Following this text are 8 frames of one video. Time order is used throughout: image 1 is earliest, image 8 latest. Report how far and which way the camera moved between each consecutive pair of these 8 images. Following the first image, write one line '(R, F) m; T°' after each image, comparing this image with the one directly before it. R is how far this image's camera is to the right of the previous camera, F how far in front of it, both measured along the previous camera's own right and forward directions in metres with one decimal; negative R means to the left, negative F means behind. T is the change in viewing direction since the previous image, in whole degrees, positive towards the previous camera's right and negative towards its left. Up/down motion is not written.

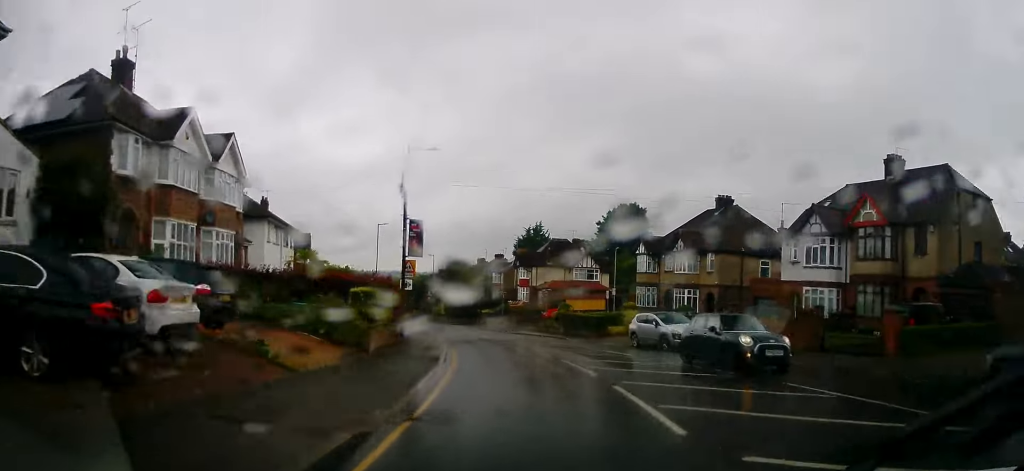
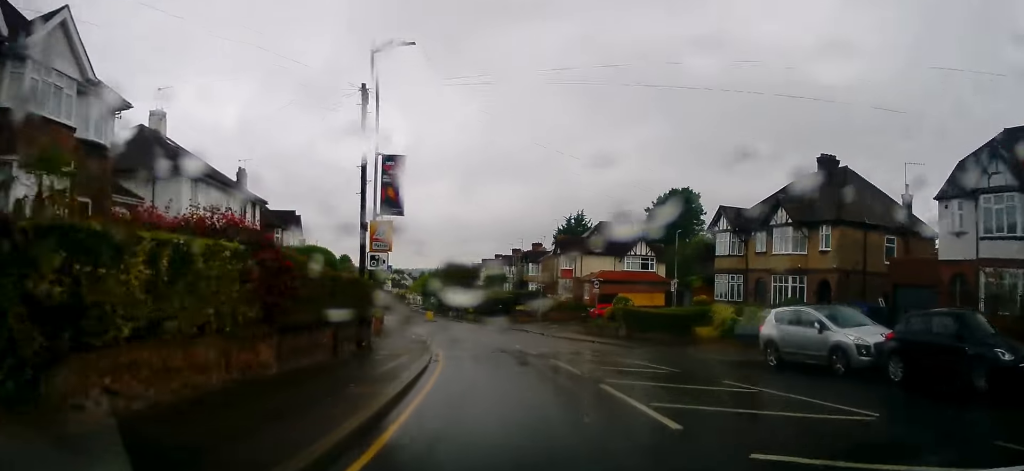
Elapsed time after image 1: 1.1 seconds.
(-0.6, +12.5) m; -5°
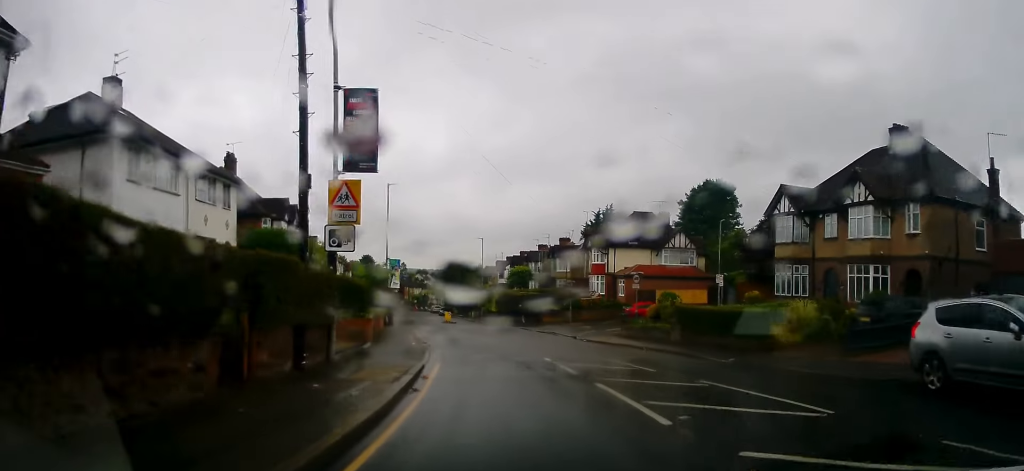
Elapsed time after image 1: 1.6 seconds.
(-0.2, +6.1) m; -2°
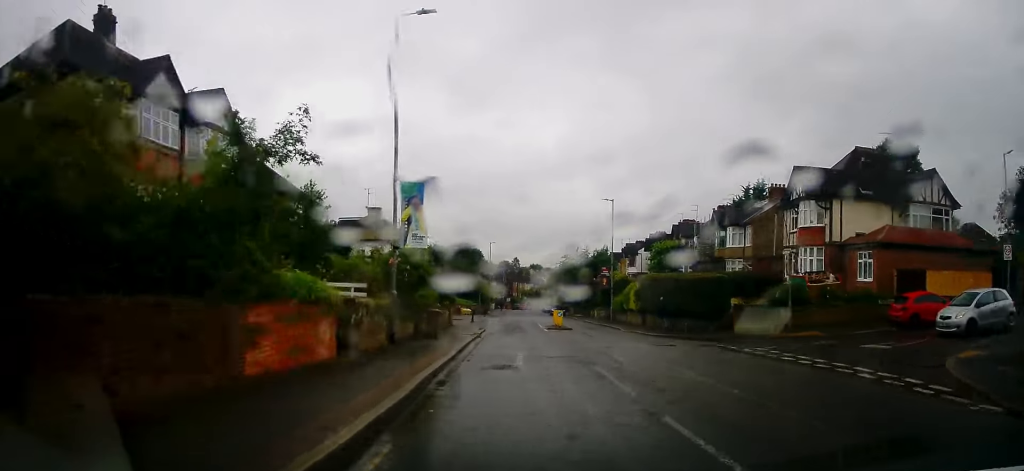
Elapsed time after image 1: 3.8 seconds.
(-2.2, +25.3) m; -10°
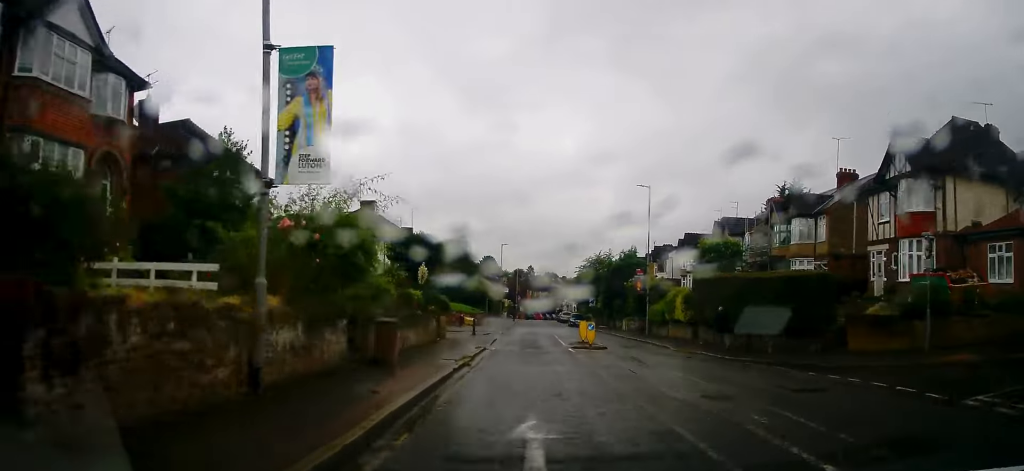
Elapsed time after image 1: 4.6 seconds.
(-0.1, +9.5) m; -2°
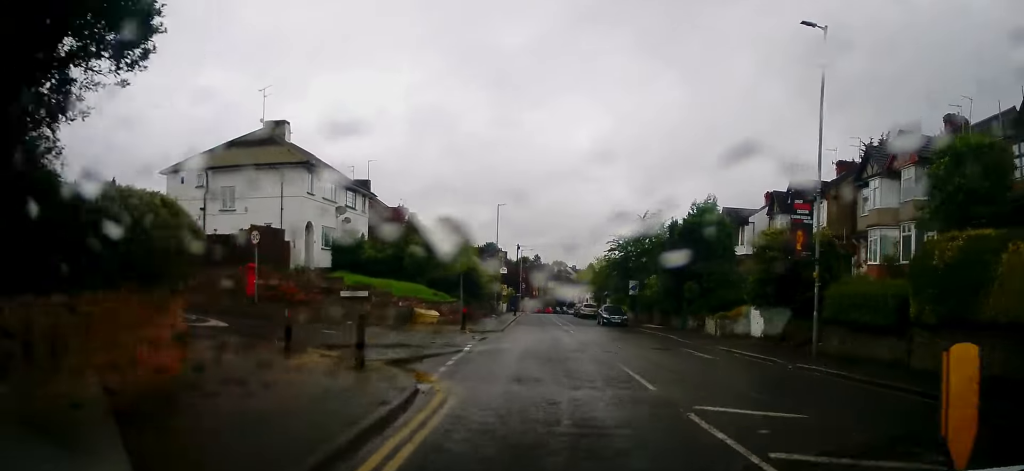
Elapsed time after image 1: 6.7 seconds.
(-0.7, +24.2) m; 0°
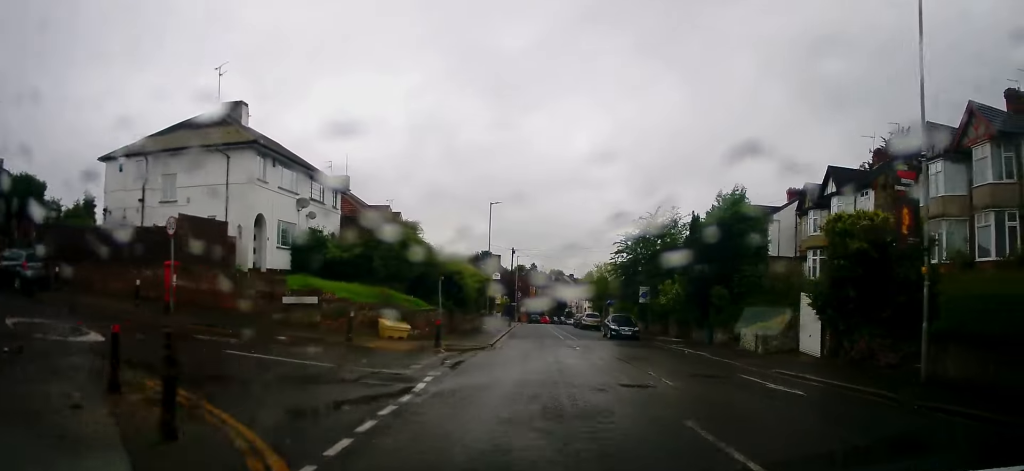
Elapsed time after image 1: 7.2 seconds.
(+0.2, +5.8) m; +1°
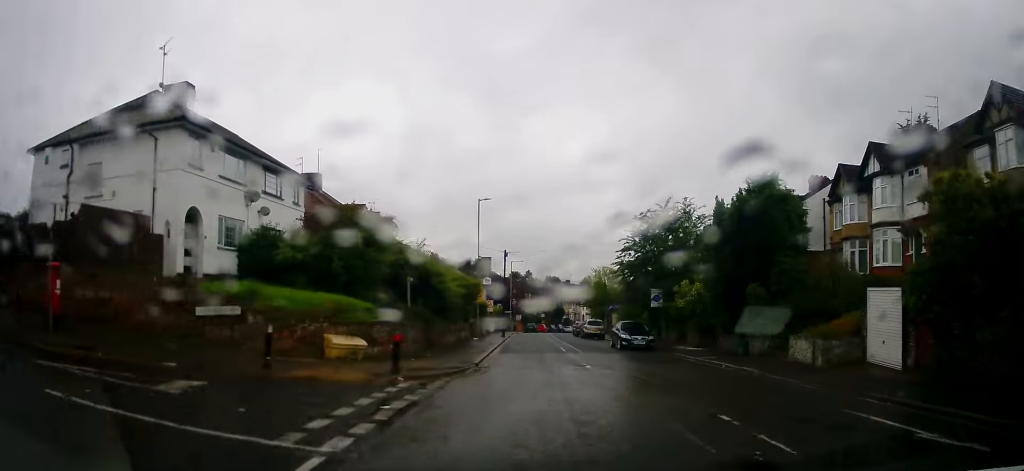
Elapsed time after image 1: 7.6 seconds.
(+0.1, +5.4) m; +1°
